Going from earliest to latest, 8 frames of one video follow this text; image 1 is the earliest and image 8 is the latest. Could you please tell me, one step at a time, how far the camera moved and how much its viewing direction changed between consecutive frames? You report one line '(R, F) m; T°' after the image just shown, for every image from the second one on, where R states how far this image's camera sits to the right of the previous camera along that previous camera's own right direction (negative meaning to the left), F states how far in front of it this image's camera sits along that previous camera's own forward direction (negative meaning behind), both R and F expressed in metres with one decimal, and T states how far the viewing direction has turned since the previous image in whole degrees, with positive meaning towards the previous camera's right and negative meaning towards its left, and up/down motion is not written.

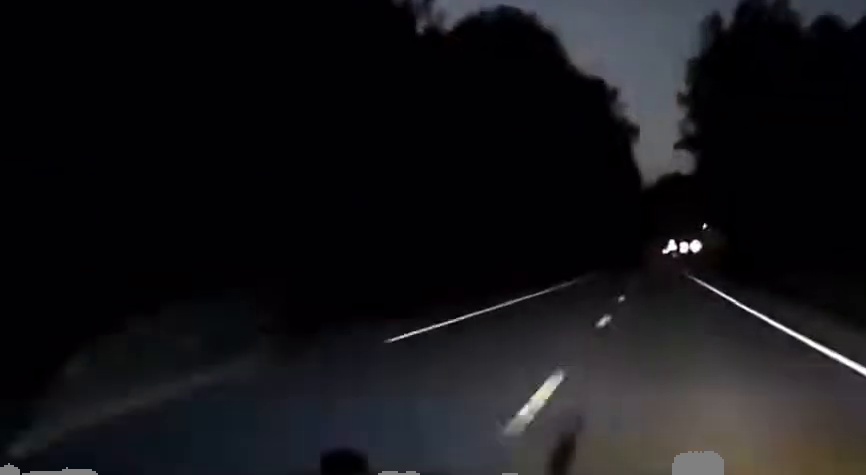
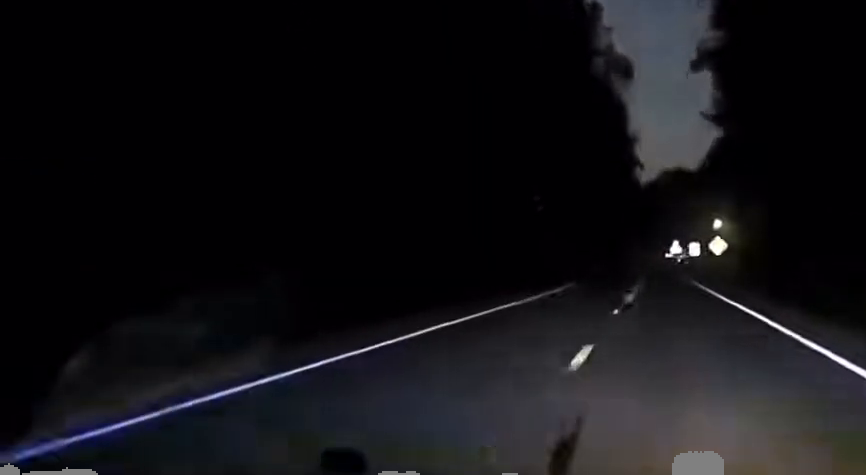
(0.0, +43.3) m; 0°
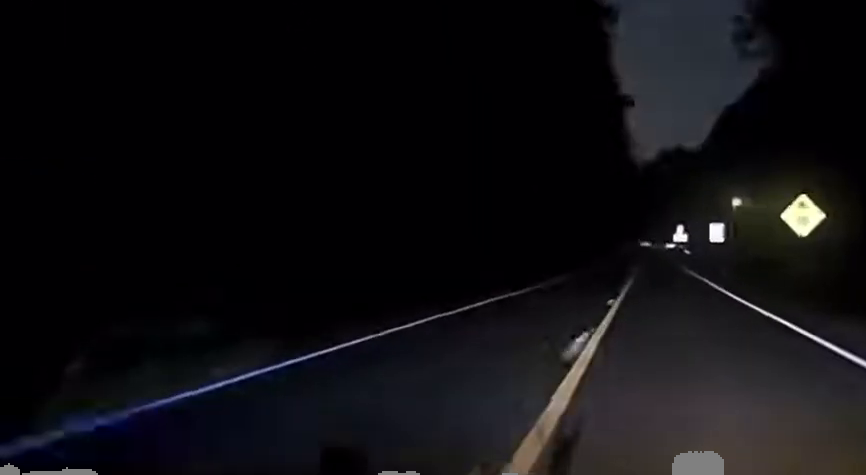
(+0.4, +48.2) m; 0°
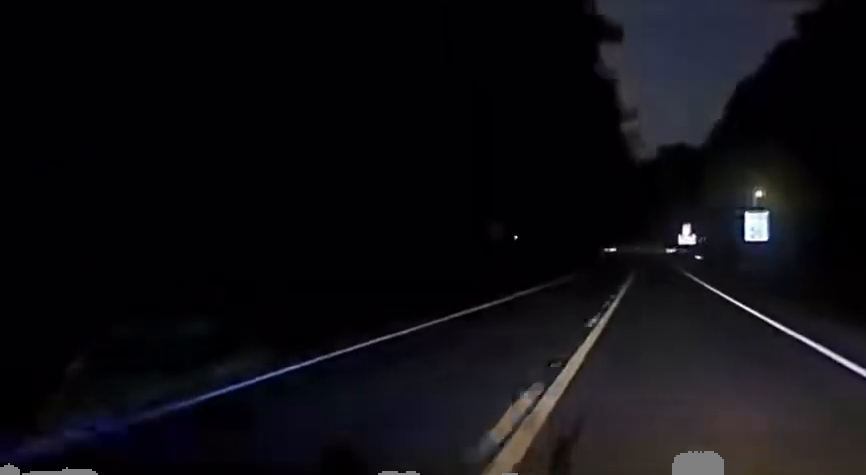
(-0.1, +30.3) m; 0°
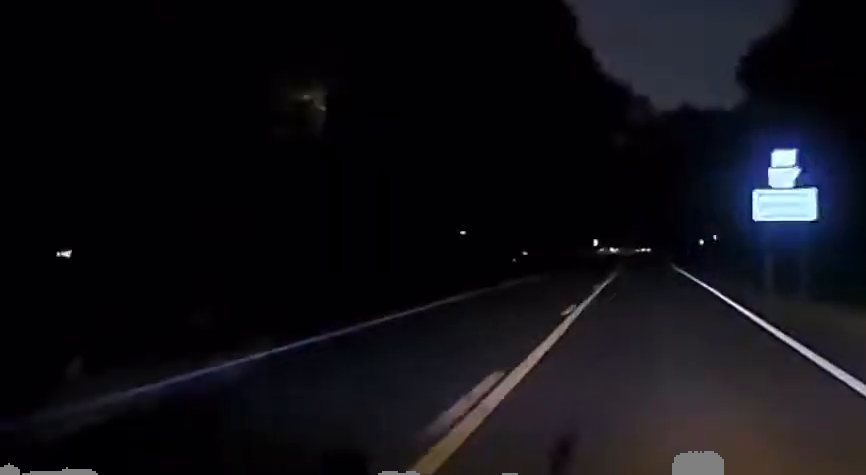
(-0.4, +87.1) m; 0°
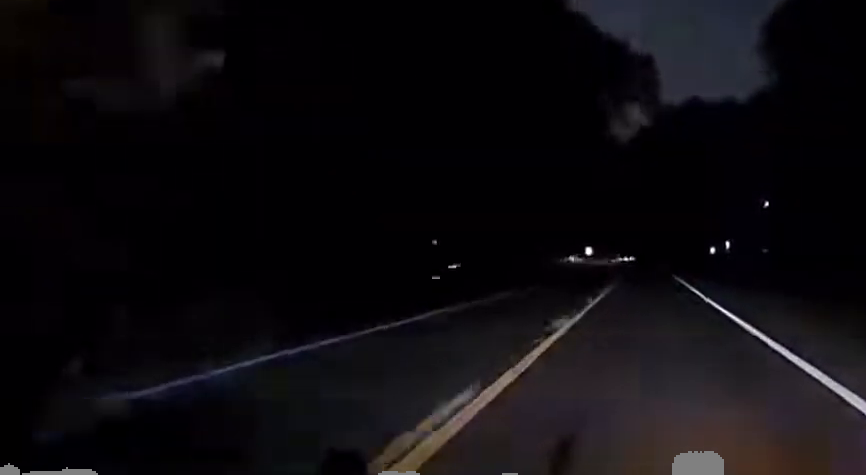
(0.0, +26.9) m; 0°
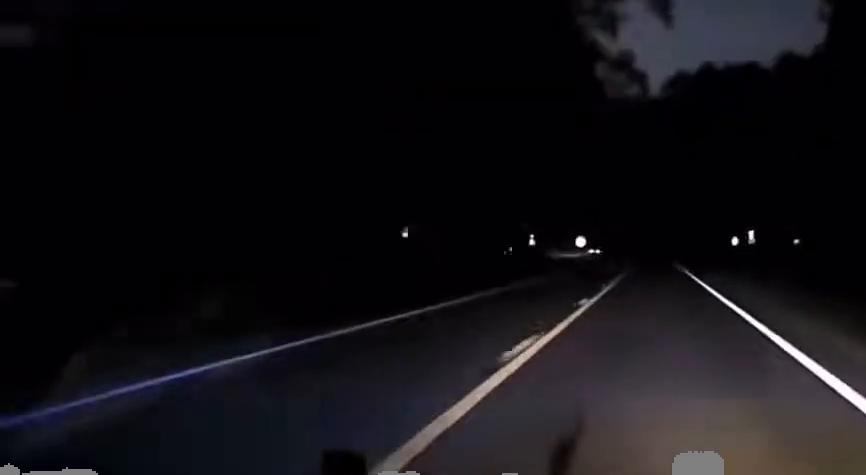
(-0.1, +31.9) m; 0°
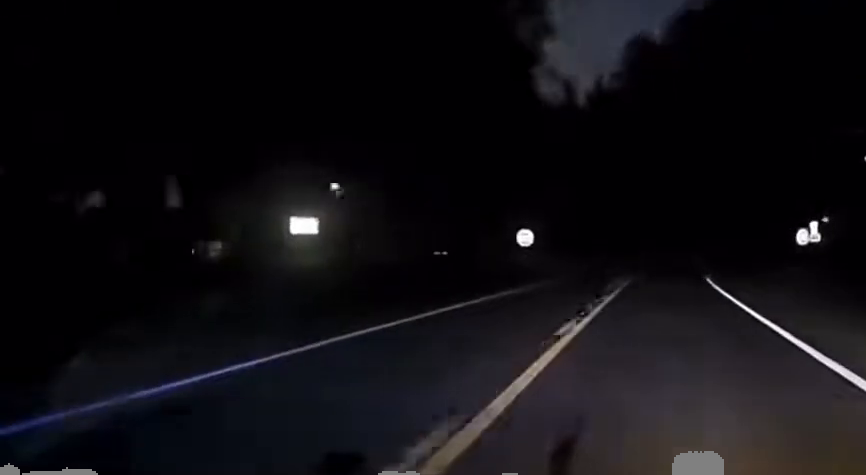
(-0.2, +52.0) m; 0°
